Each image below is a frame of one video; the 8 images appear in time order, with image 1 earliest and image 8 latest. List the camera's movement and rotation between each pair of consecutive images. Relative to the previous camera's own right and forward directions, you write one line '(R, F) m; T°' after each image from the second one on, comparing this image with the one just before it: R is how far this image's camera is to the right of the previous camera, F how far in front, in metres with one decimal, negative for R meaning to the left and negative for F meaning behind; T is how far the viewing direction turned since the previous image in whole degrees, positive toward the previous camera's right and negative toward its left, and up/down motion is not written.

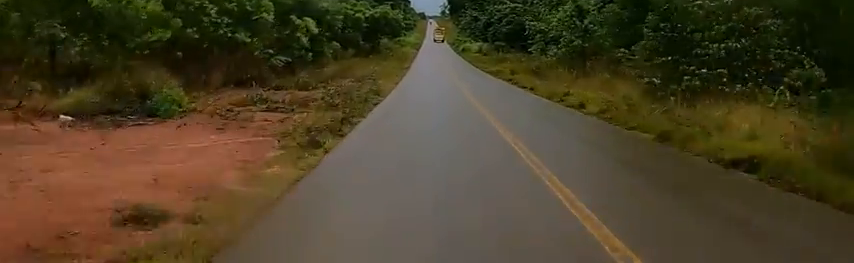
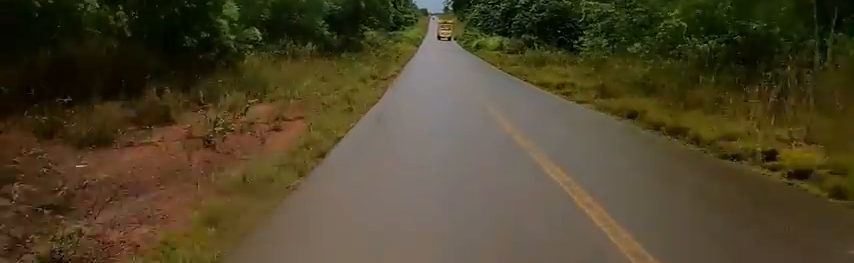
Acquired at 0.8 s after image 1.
(+0.1, +13.0) m; -1°
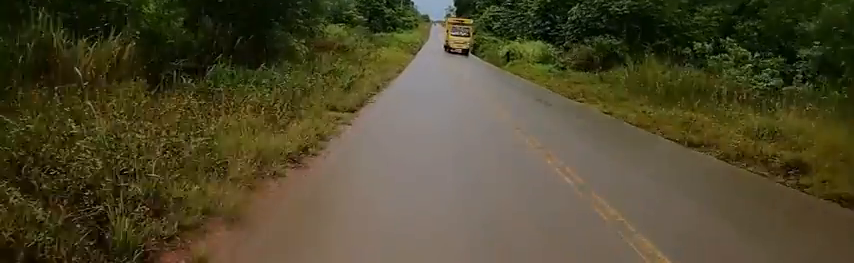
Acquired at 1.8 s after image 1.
(-0.3, +15.5) m; -2°
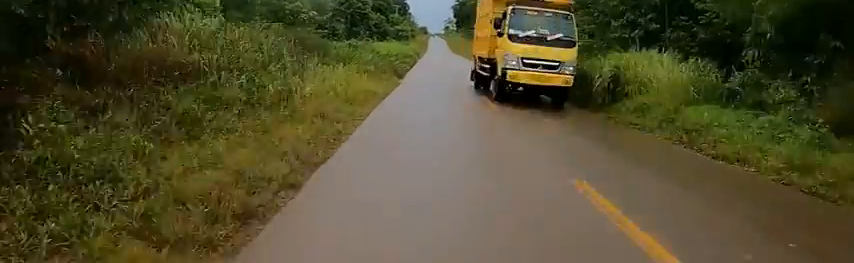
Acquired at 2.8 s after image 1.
(-0.2, +15.0) m; +1°
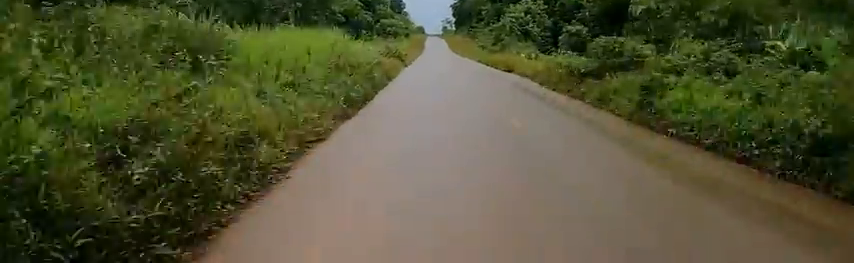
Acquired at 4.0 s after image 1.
(+0.7, +19.4) m; +2°
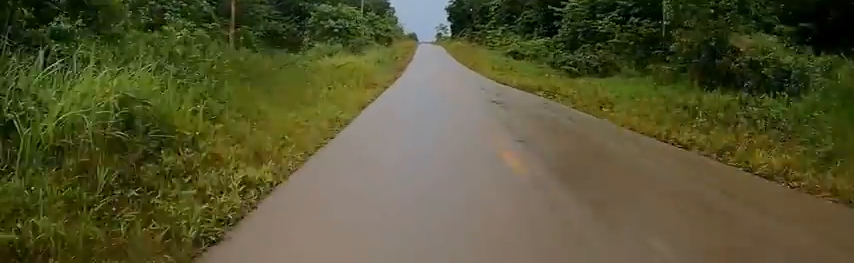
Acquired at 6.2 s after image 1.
(0.0, +33.2) m; 0°
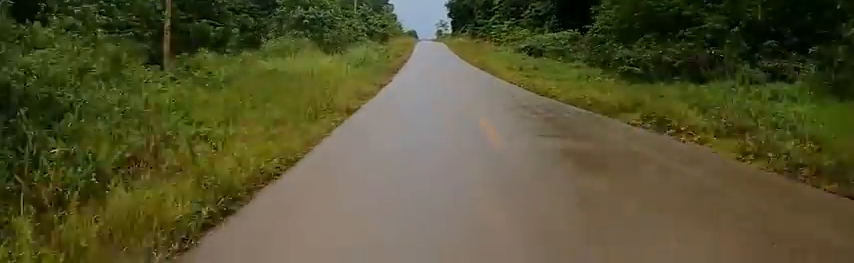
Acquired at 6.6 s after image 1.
(0.0, +7.0) m; 0°
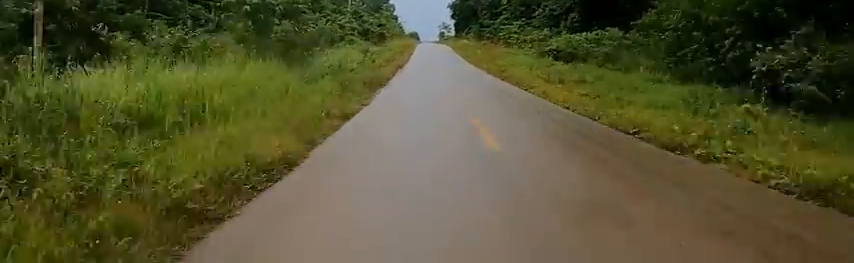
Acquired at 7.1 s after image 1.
(-0.1, +7.4) m; 0°
